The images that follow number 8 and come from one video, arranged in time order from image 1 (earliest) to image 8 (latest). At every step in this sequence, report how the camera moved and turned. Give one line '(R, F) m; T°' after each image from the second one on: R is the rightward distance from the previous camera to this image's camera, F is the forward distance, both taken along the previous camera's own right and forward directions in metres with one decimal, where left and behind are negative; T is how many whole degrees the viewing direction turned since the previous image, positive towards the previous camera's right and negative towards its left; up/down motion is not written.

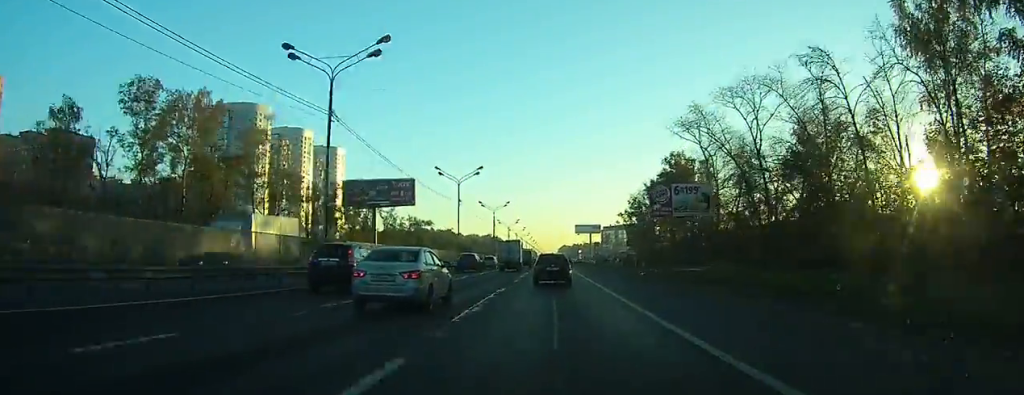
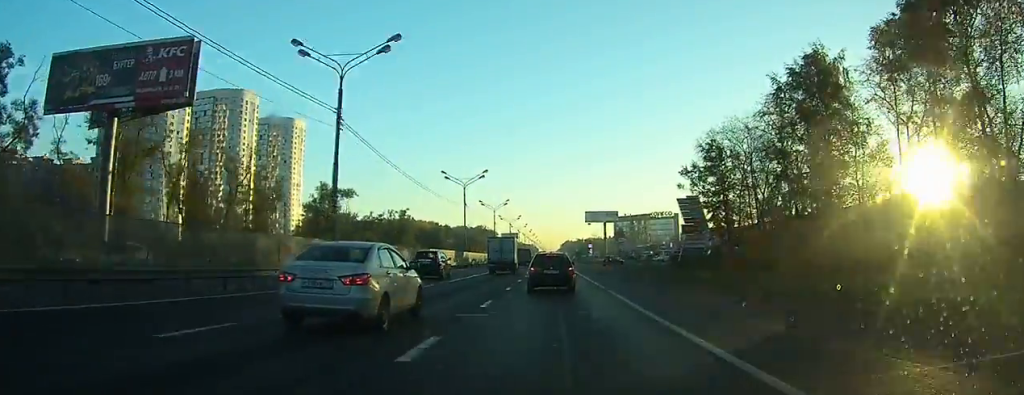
(-0.3, +80.3) m; -1°
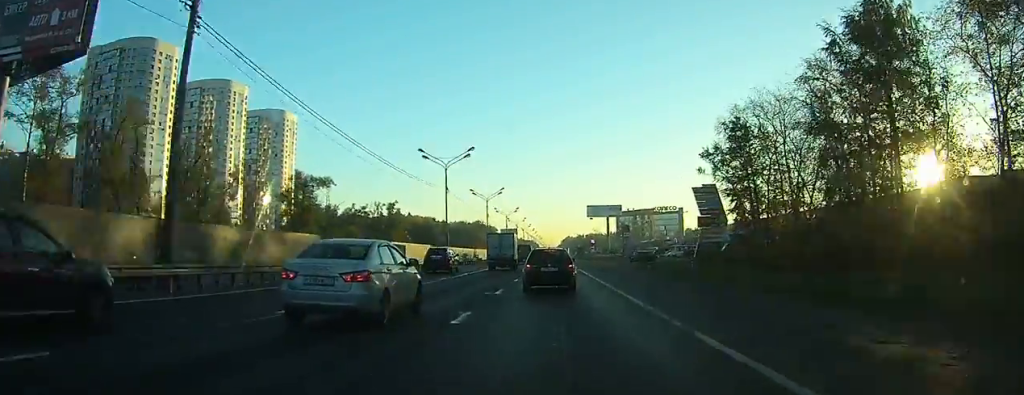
(-0.2, +11.6) m; 0°
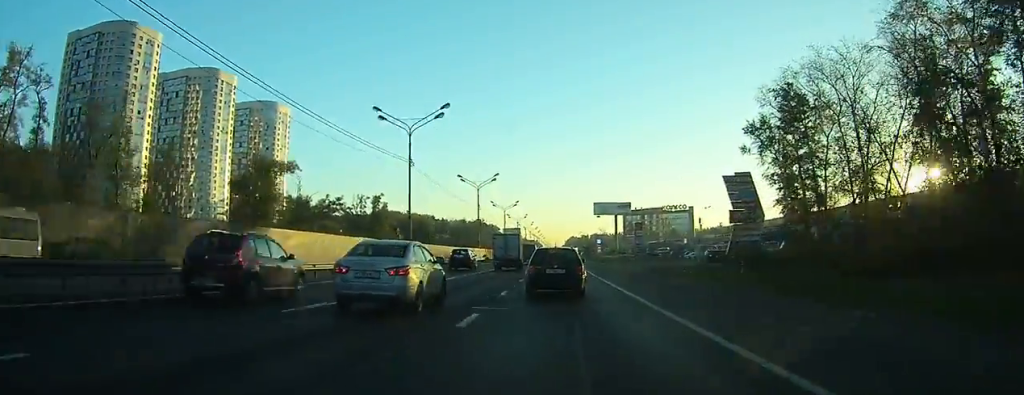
(-0.2, +17.0) m; 0°
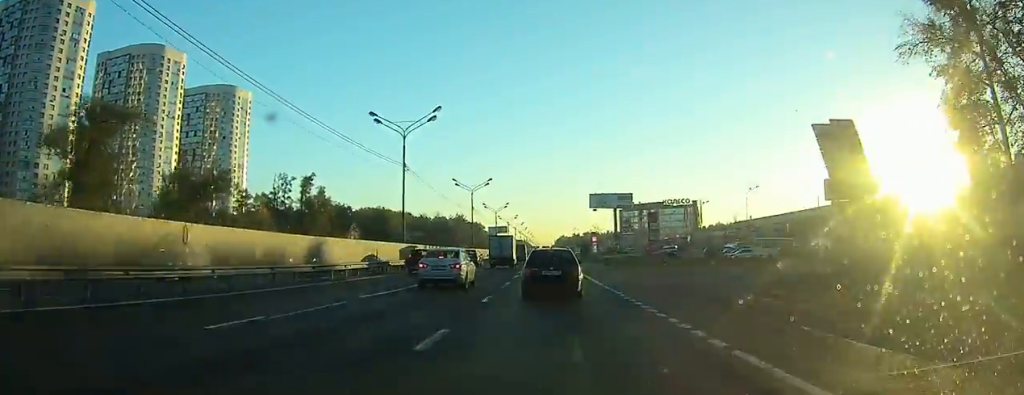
(+0.8, +35.3) m; +2°
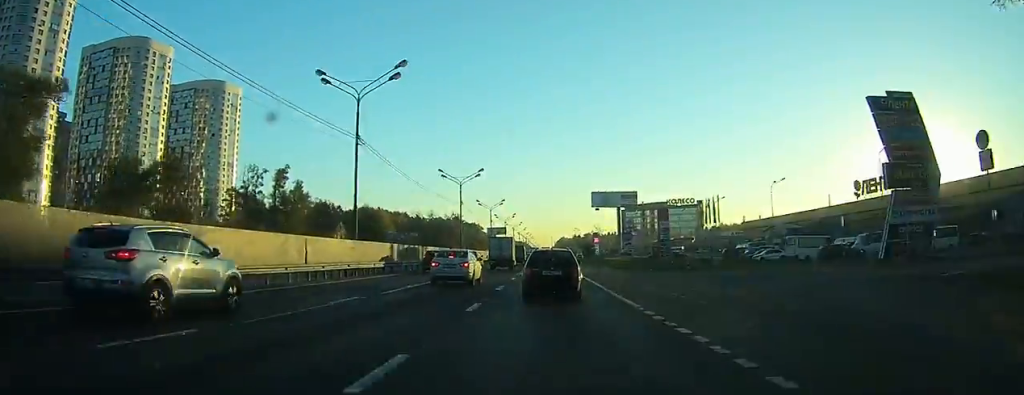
(+0.1, +10.6) m; 0°
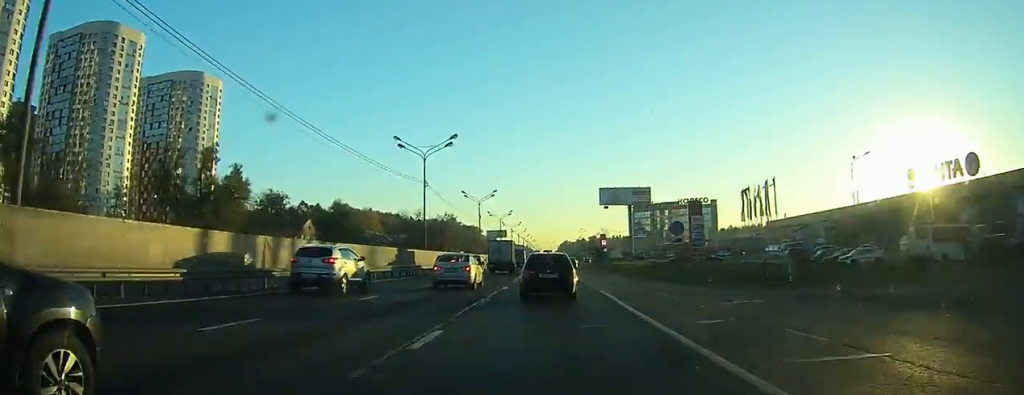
(-0.1, +22.8) m; -1°
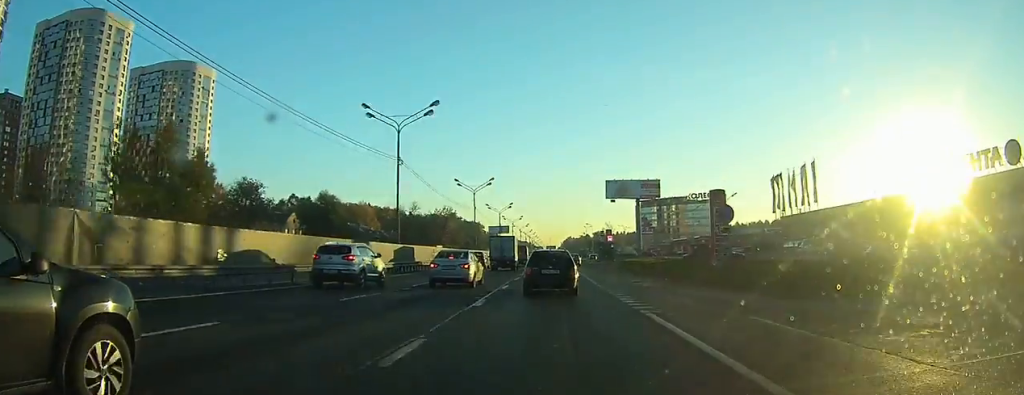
(-0.2, +9.9) m; -1°
